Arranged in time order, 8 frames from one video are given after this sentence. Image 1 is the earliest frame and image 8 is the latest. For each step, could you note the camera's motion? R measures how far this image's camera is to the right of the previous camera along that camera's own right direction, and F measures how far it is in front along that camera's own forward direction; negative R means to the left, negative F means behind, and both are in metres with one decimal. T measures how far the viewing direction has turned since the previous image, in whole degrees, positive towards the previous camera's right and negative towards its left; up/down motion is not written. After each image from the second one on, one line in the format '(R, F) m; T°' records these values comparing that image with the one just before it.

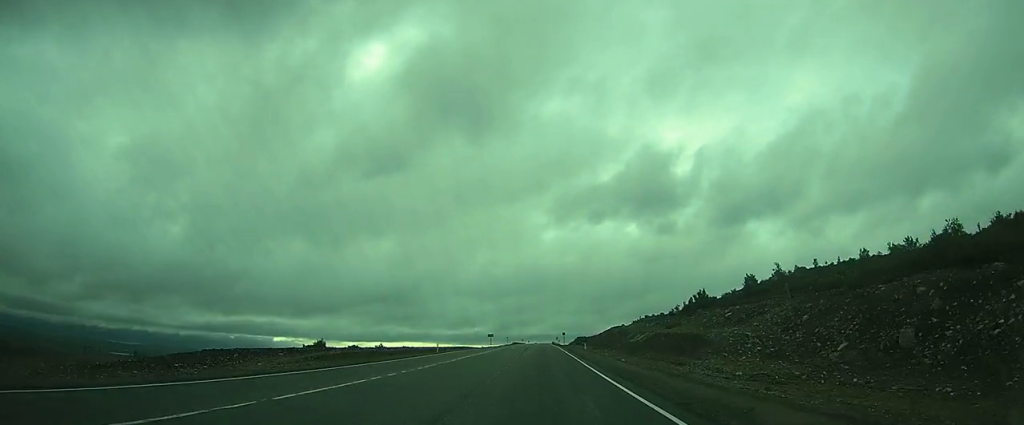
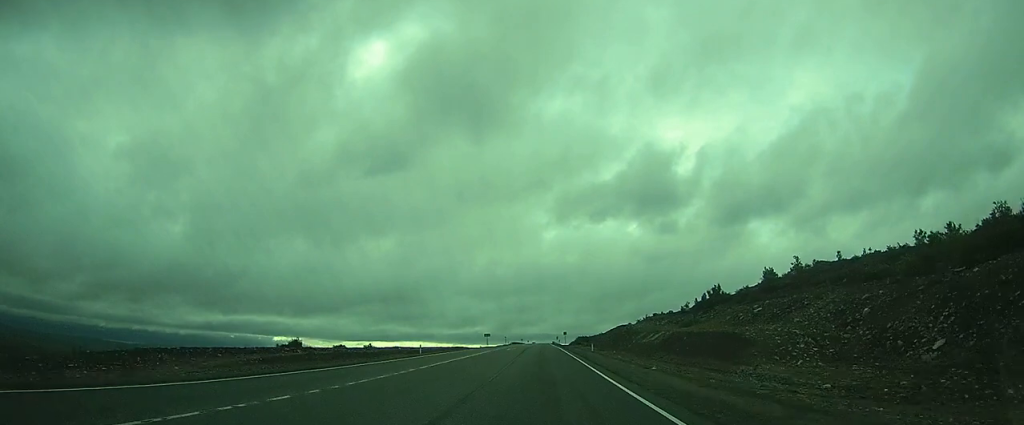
(0.0, +9.1) m; 0°
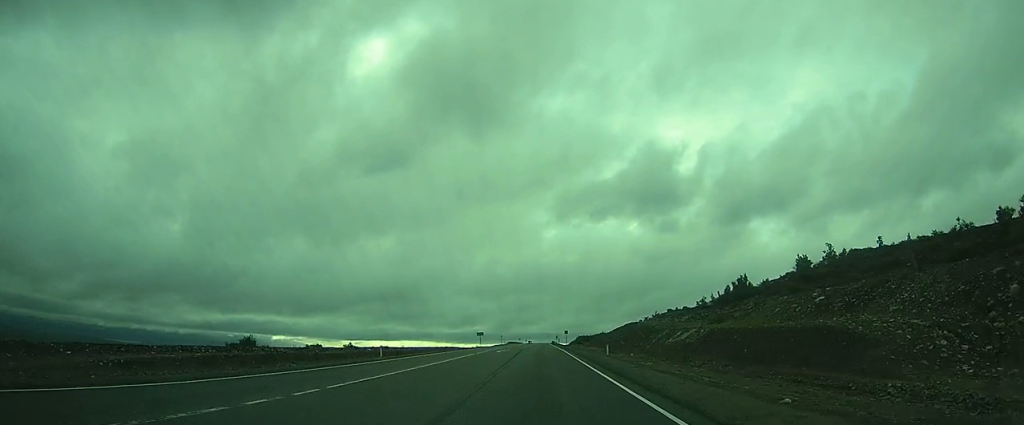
(0.0, +13.4) m; 0°
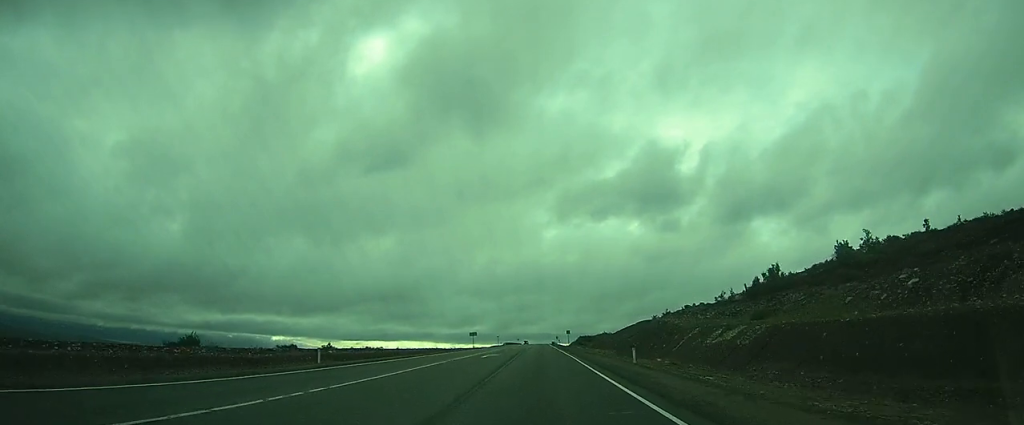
(0.0, +12.0) m; 0°
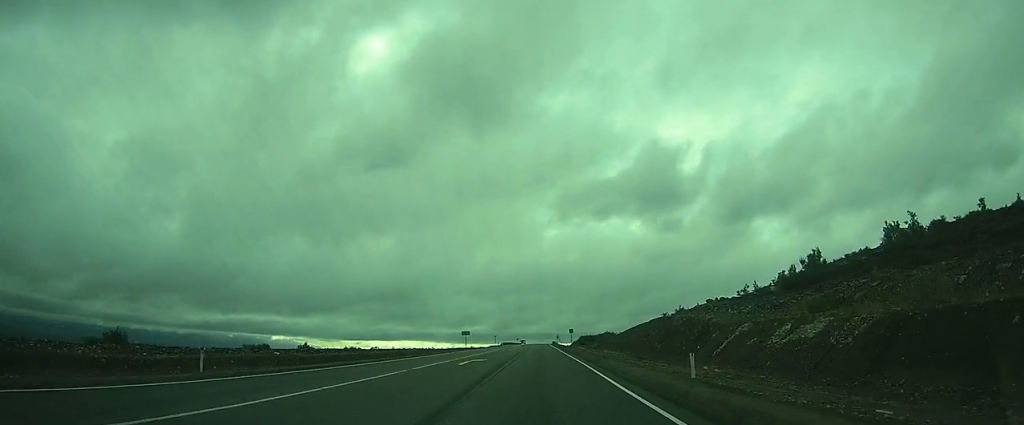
(0.0, +11.3) m; 0°
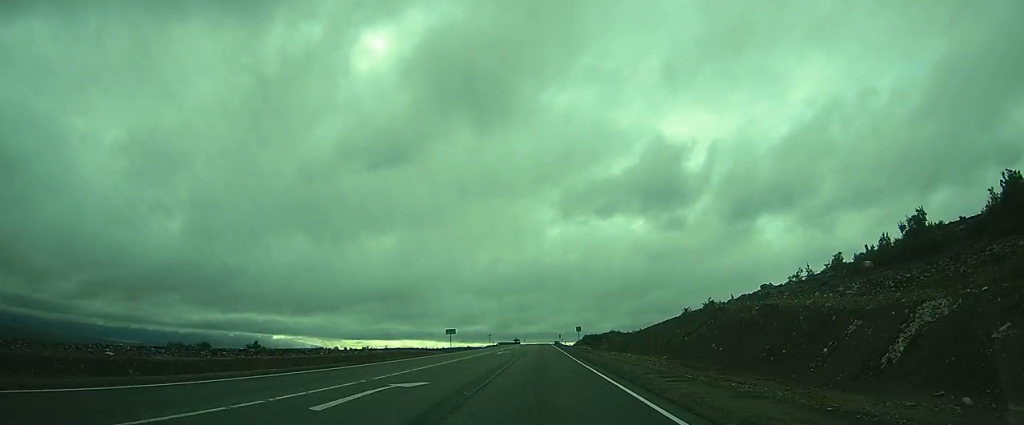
(0.0, +18.4) m; 0°
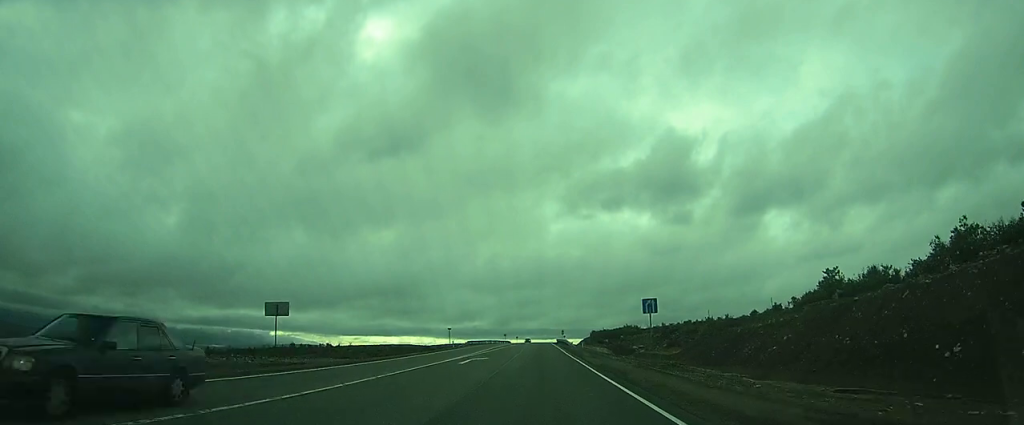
(+0.1, +56.8) m; 0°
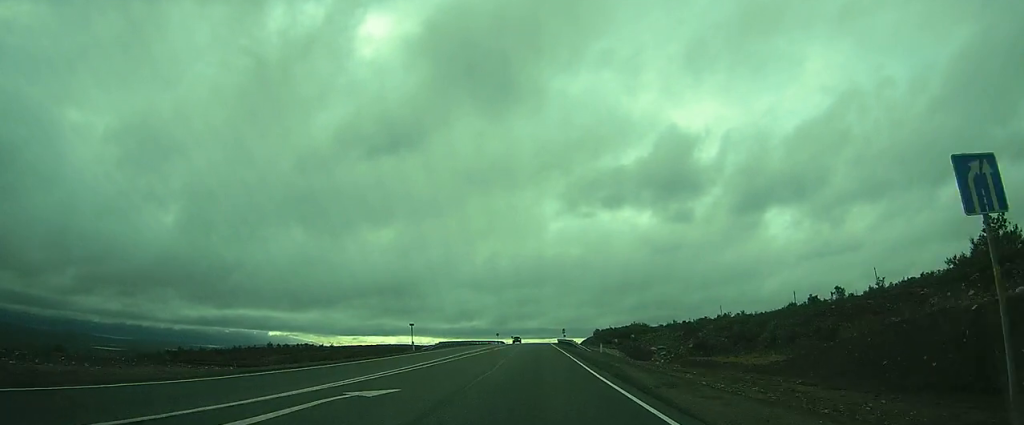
(-0.2, +22.0) m; -1°
